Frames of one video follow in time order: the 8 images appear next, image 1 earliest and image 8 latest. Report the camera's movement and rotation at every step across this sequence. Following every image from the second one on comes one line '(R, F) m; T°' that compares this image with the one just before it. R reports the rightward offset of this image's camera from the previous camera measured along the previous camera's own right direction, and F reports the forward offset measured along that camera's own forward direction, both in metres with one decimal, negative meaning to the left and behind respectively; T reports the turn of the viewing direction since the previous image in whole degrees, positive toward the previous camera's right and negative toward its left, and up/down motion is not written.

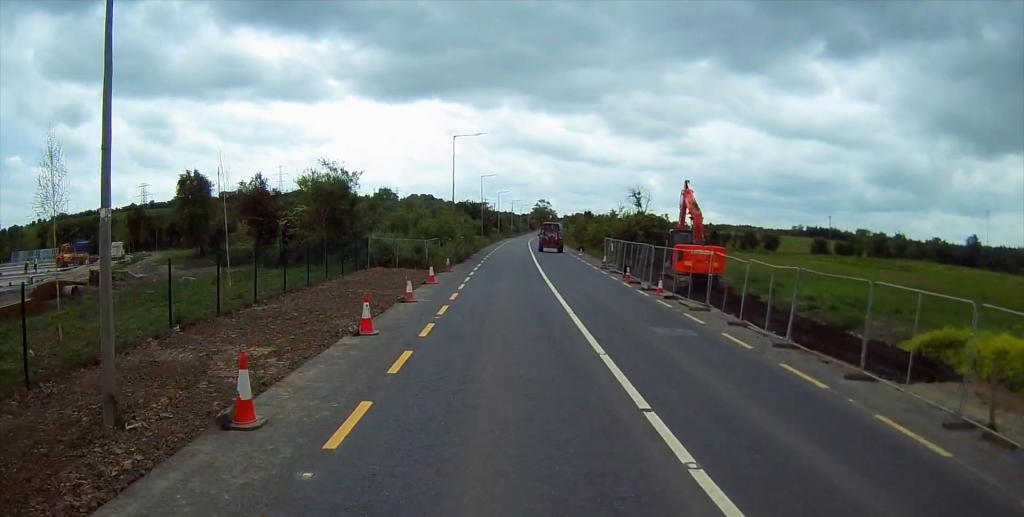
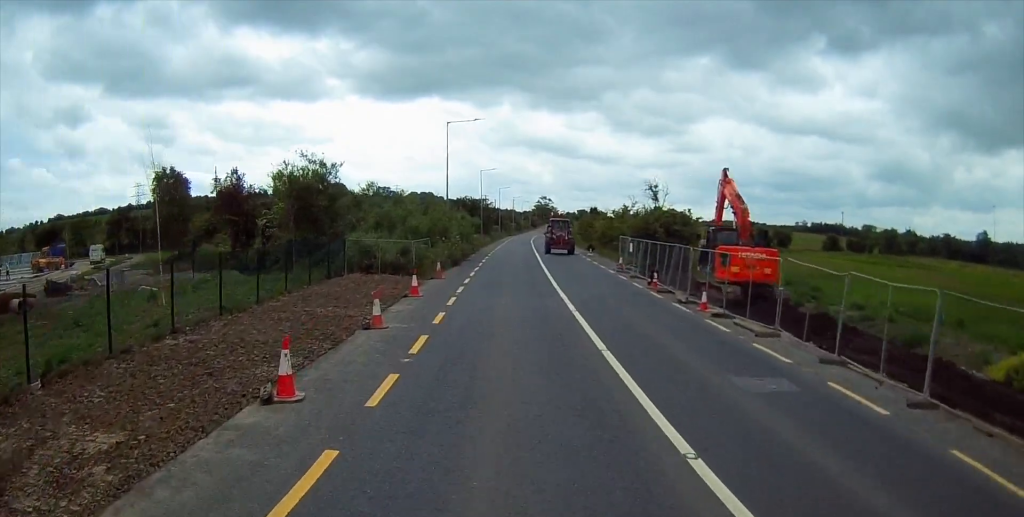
(+0.2, +5.8) m; 0°
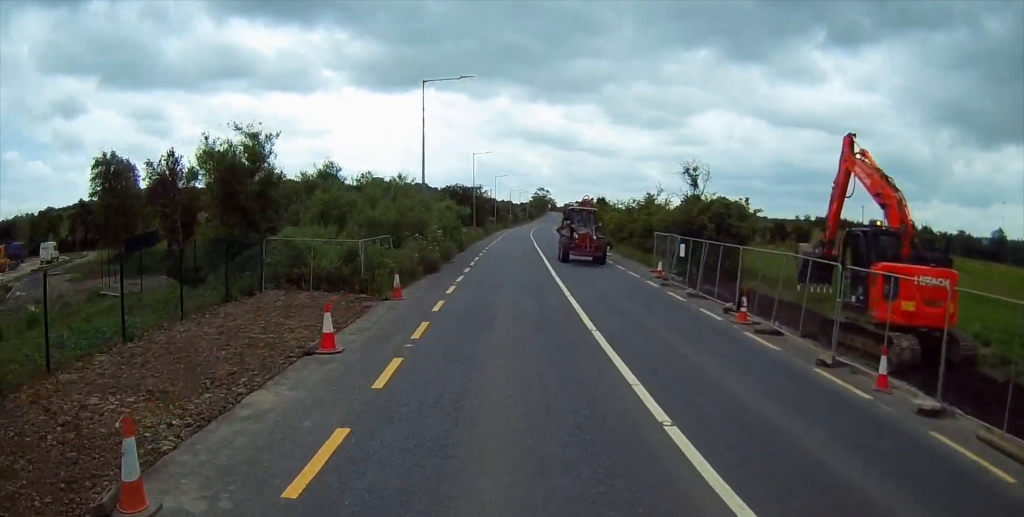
(-0.3, +11.1) m; 0°
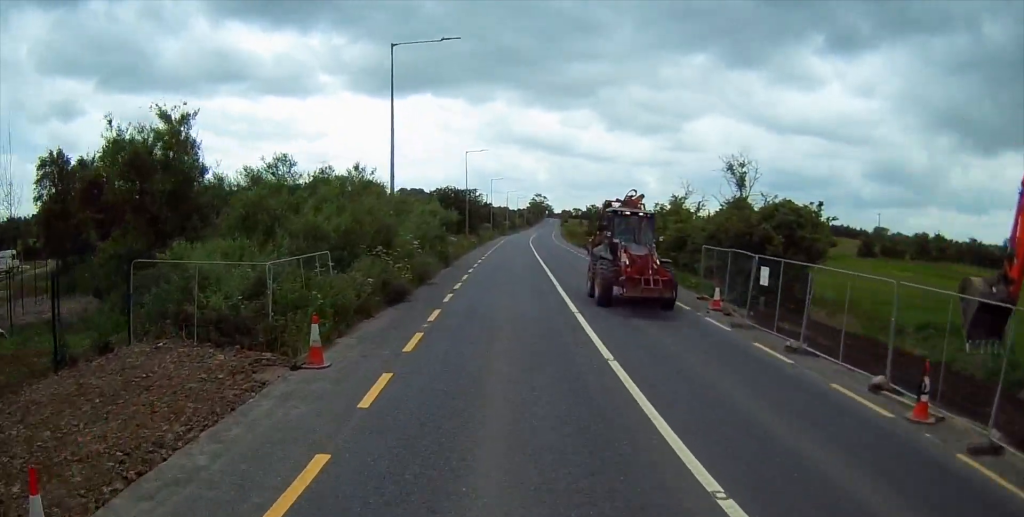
(+0.1, +8.5) m; 0°
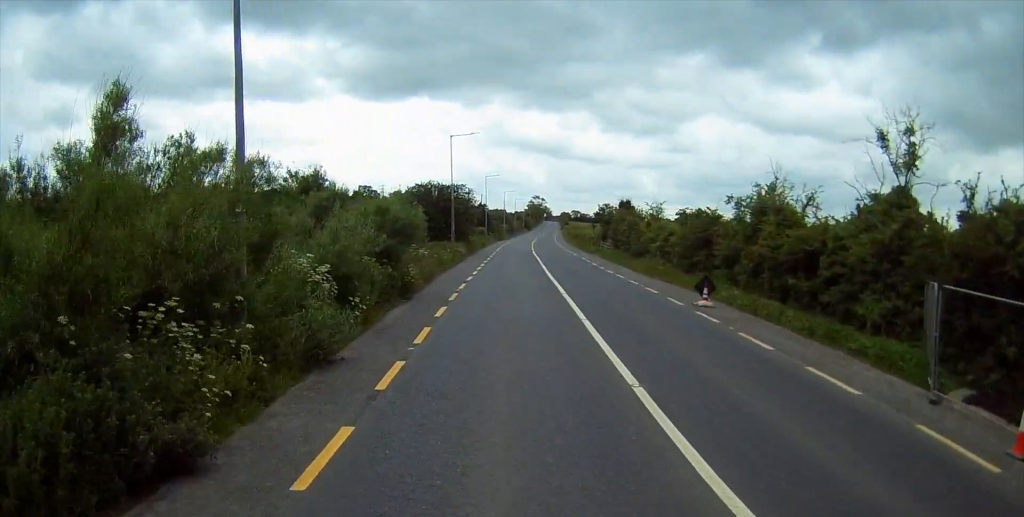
(+0.1, +14.3) m; 0°
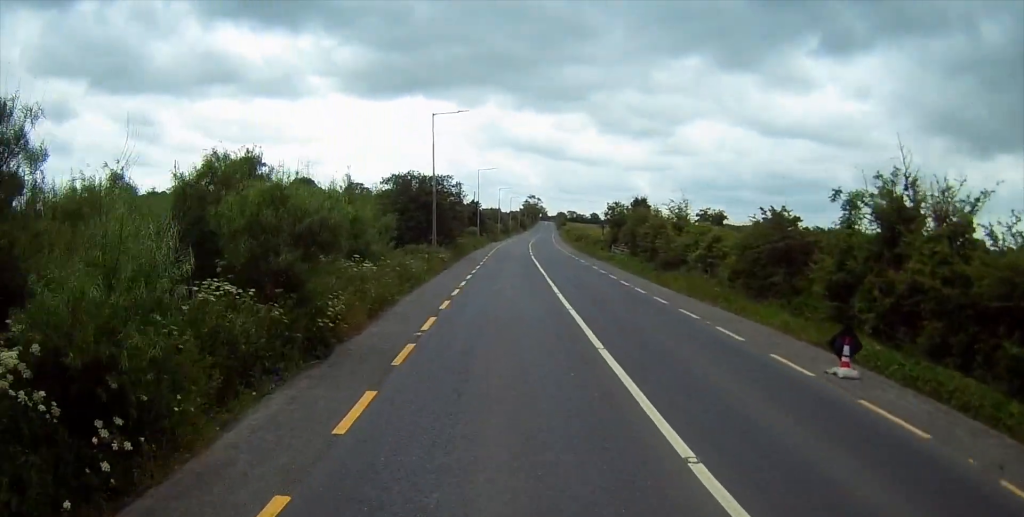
(-0.2, +9.7) m; 0°
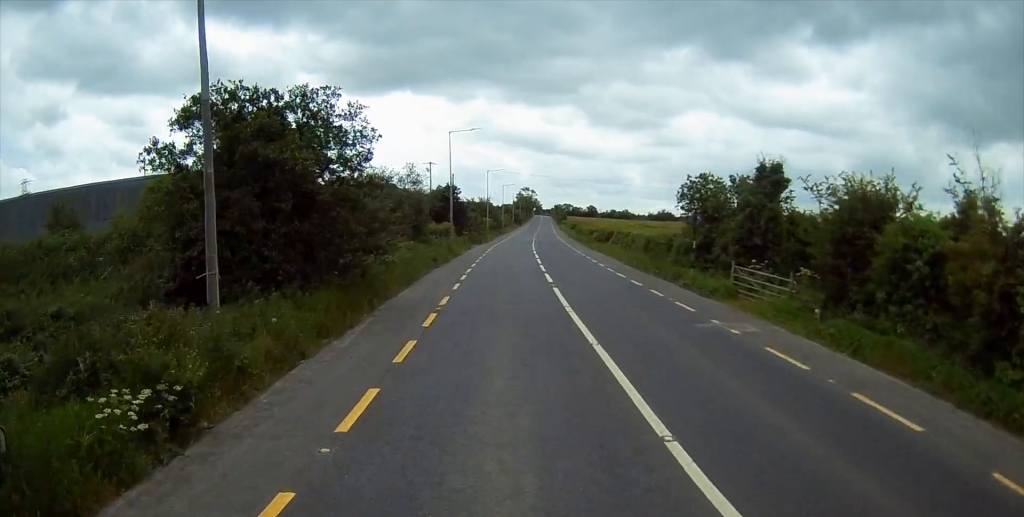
(+1.1, +31.2) m; +2°
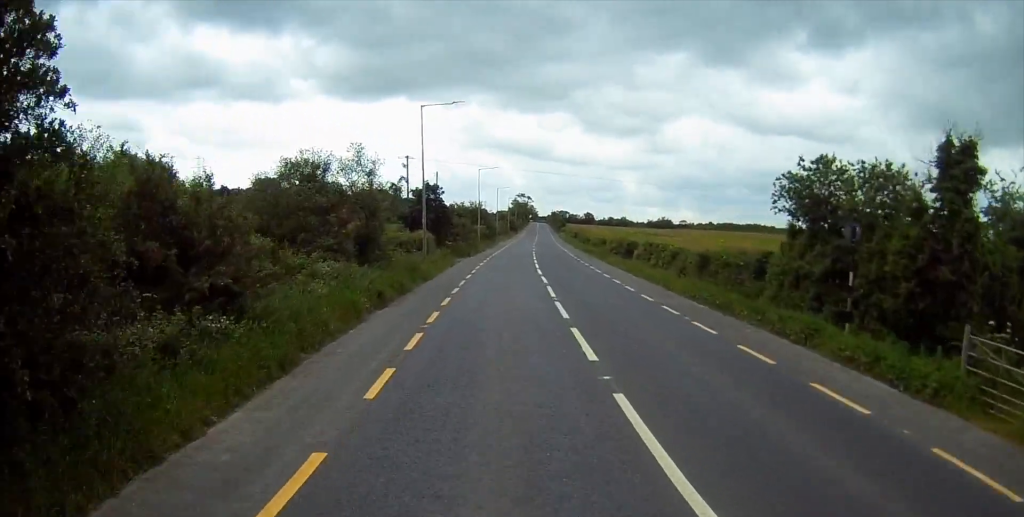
(-0.2, +14.0) m; 0°
